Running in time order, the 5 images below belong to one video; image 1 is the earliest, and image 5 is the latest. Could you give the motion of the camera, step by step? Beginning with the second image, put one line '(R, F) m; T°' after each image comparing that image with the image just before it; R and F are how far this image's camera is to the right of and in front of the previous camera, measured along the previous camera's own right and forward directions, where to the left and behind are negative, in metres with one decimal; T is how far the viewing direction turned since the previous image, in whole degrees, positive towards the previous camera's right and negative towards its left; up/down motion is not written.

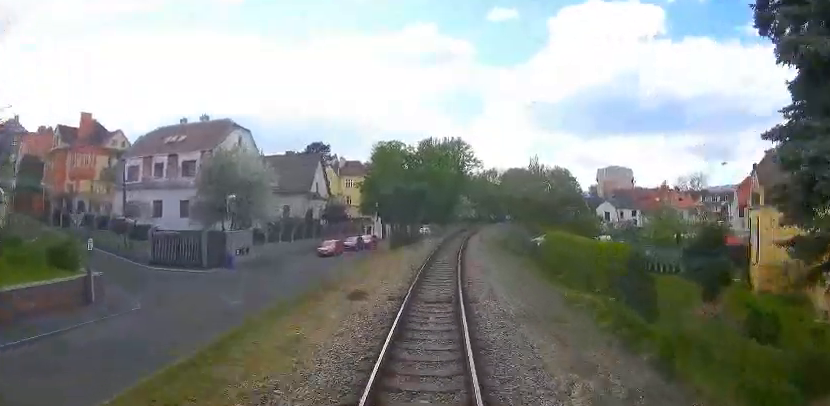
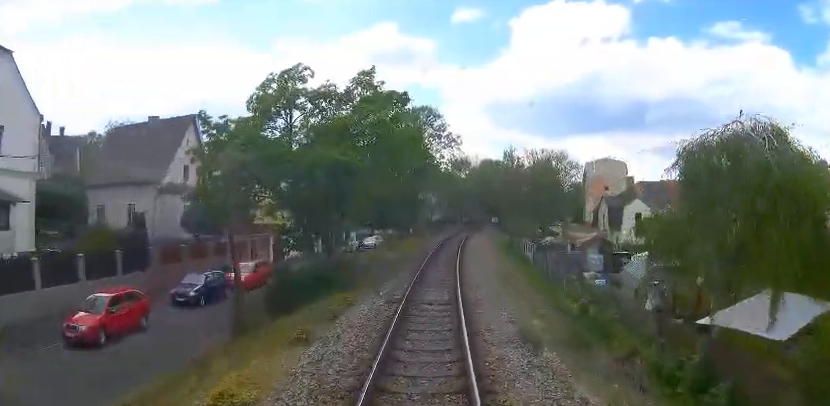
(+0.6, +26.7) m; +2°
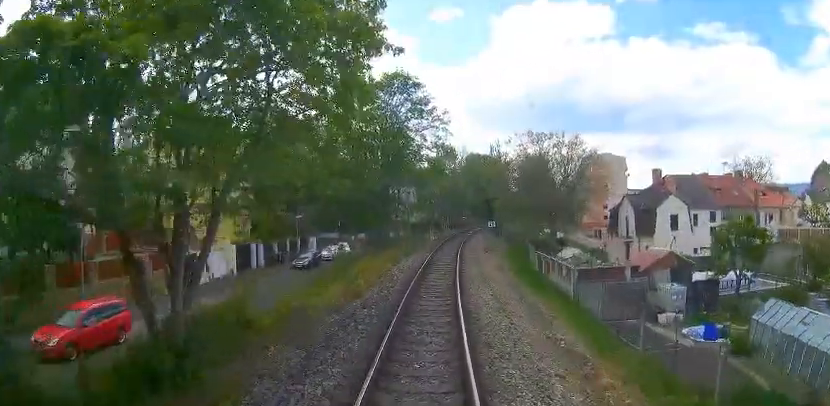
(-0.1, +13.6) m; +2°
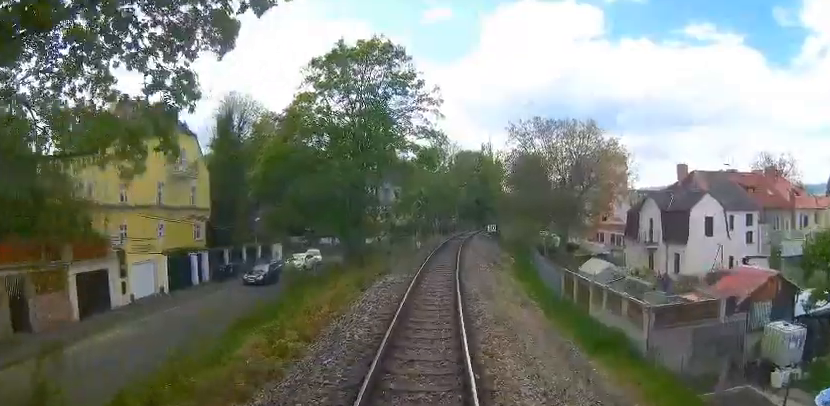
(+0.3, +8.6) m; +3°
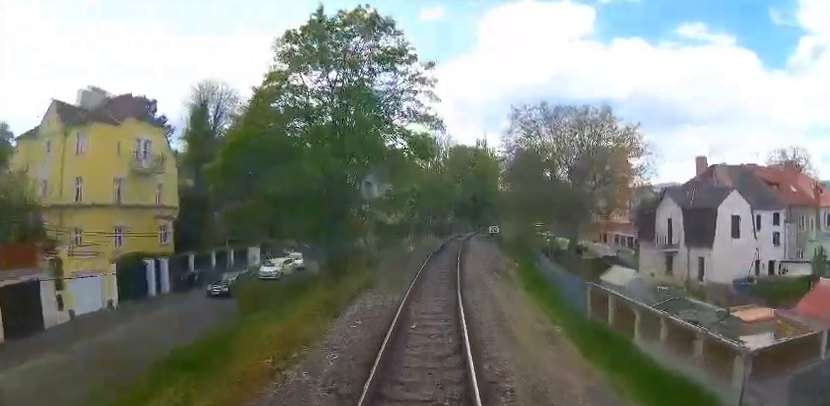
(0.0, +4.9) m; +1°
